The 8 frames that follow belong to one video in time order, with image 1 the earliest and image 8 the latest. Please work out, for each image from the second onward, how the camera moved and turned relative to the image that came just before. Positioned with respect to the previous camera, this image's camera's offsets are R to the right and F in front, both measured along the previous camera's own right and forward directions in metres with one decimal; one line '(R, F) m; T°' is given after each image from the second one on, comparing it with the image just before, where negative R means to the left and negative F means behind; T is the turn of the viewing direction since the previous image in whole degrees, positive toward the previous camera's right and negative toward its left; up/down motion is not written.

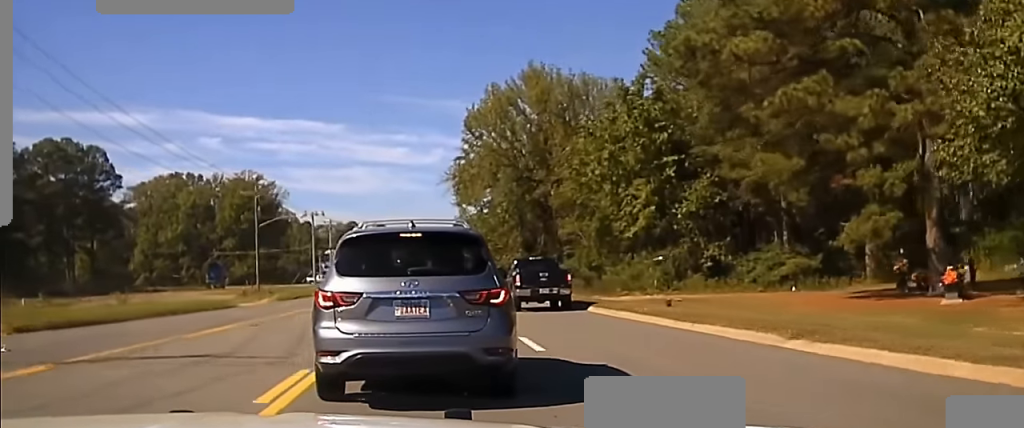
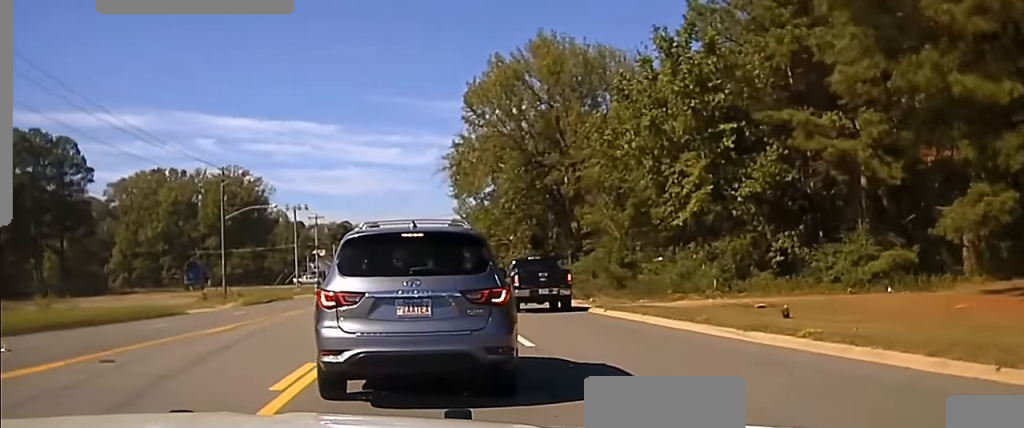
(+0.1, +11.3) m; +1°
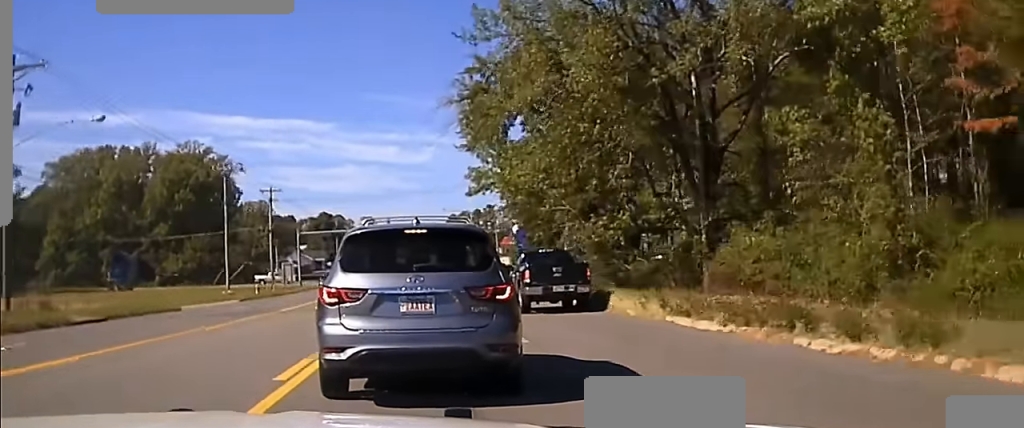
(+0.3, +34.4) m; +1°
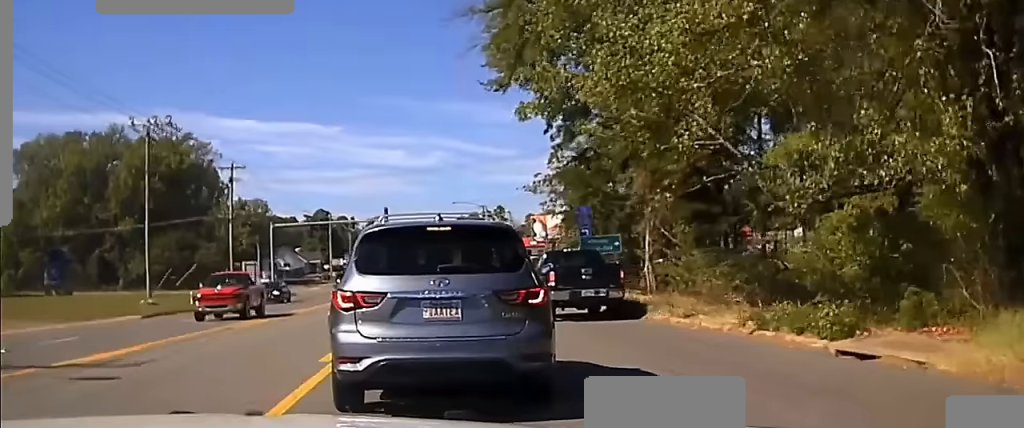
(0.0, +22.0) m; 0°
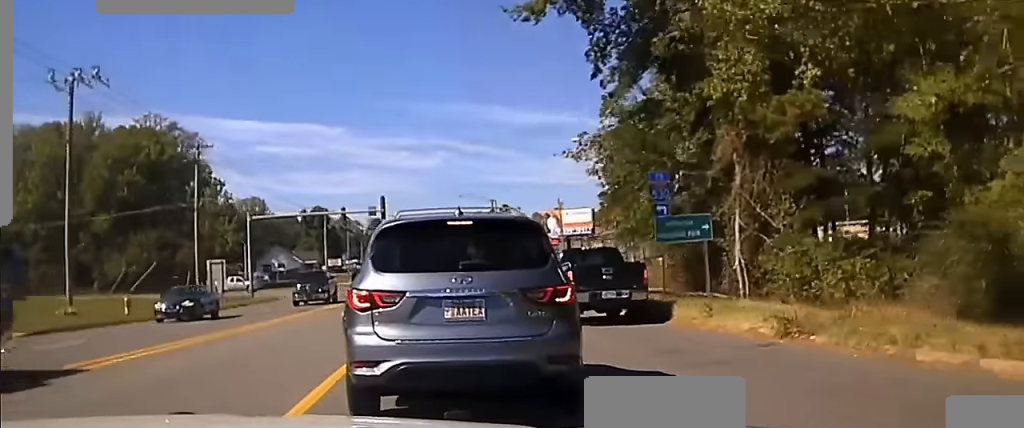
(-0.1, +12.1) m; -1°
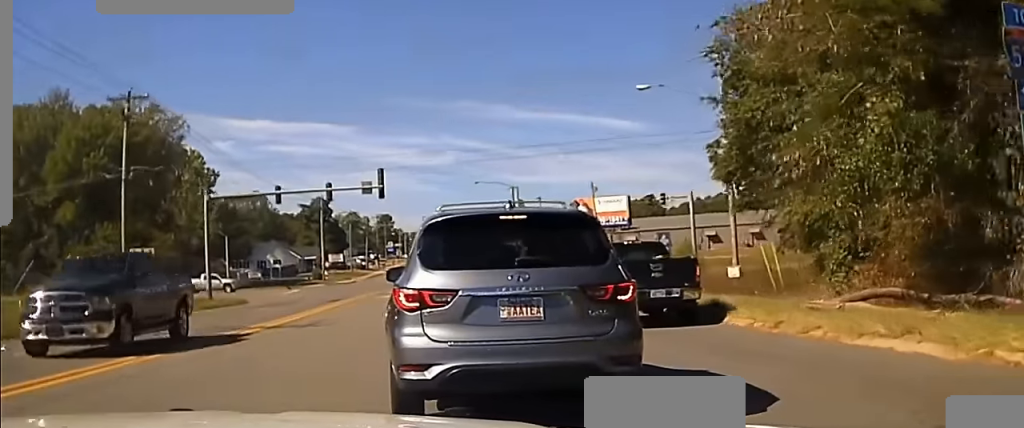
(-0.1, +15.8) m; -1°
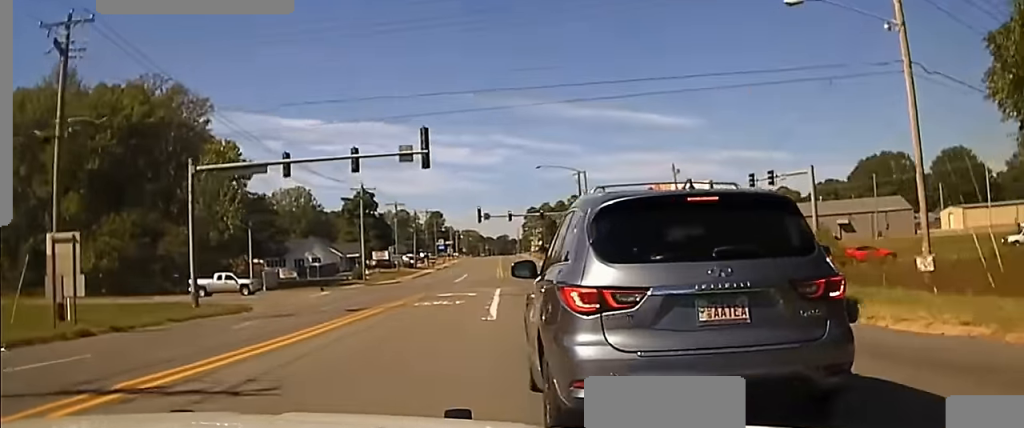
(-0.2, +13.0) m; -3°
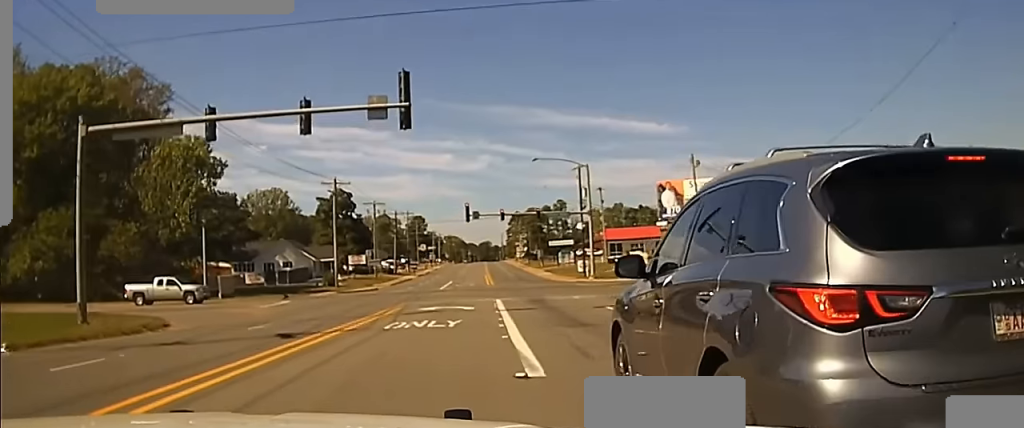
(-0.2, +10.4) m; 0°
